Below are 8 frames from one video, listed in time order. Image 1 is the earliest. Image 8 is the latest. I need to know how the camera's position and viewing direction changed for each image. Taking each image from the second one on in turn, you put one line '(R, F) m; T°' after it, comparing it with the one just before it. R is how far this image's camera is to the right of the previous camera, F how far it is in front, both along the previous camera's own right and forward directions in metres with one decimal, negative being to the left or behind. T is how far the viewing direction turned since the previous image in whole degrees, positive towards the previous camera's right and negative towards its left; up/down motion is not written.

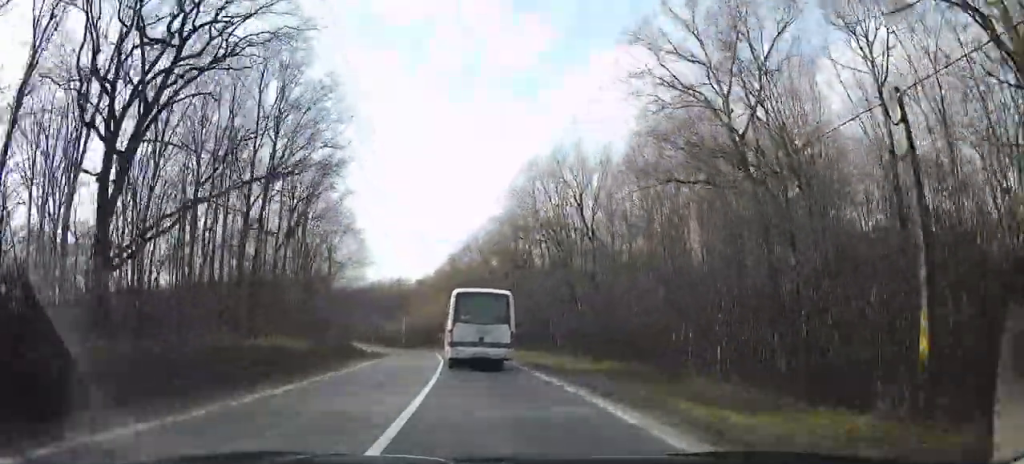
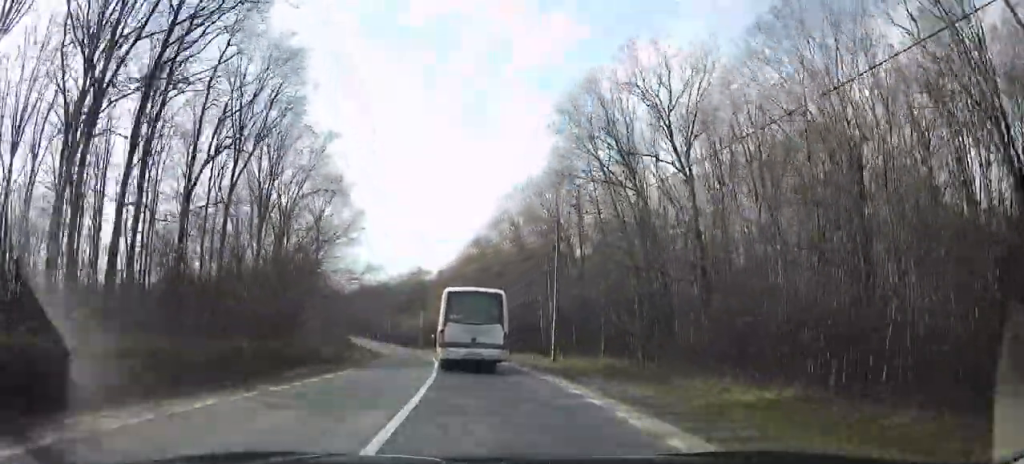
(-0.1, +18.5) m; 0°
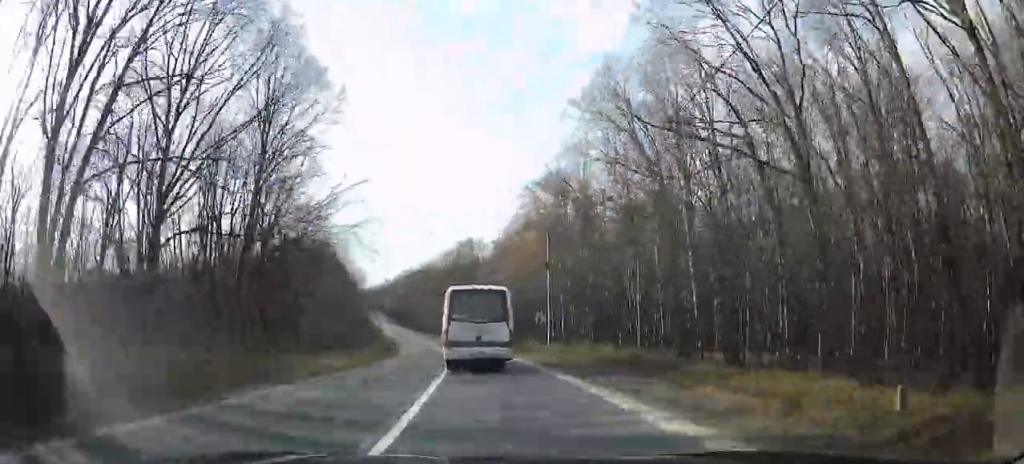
(0.0, +31.5) m; -1°
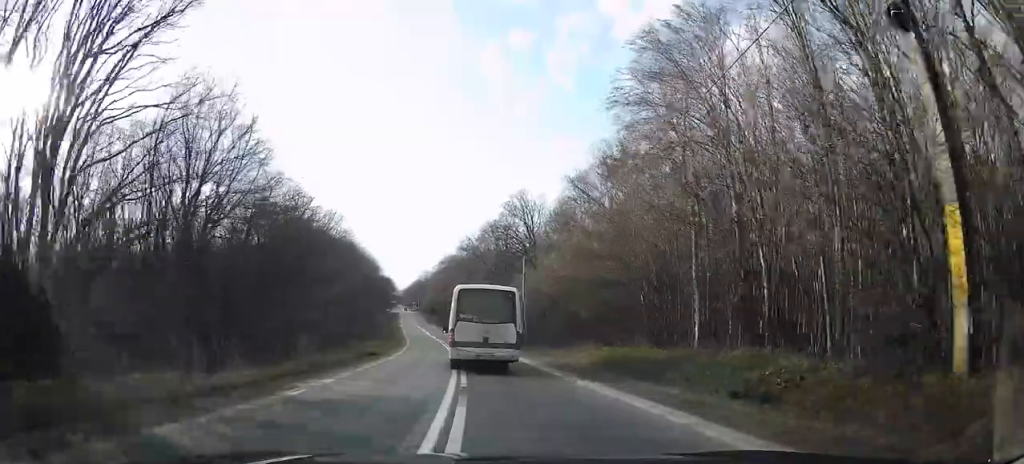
(-2.9, +31.7) m; -11°
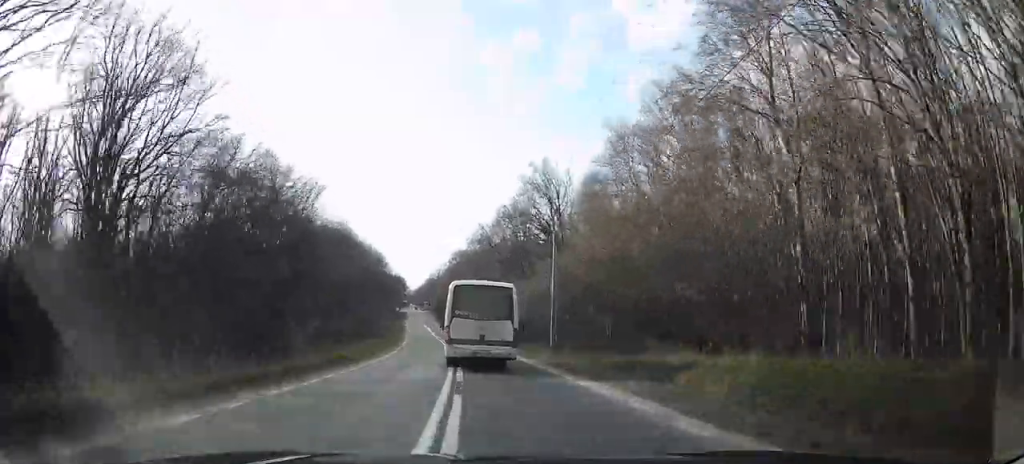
(-1.3, +11.3) m; -3°
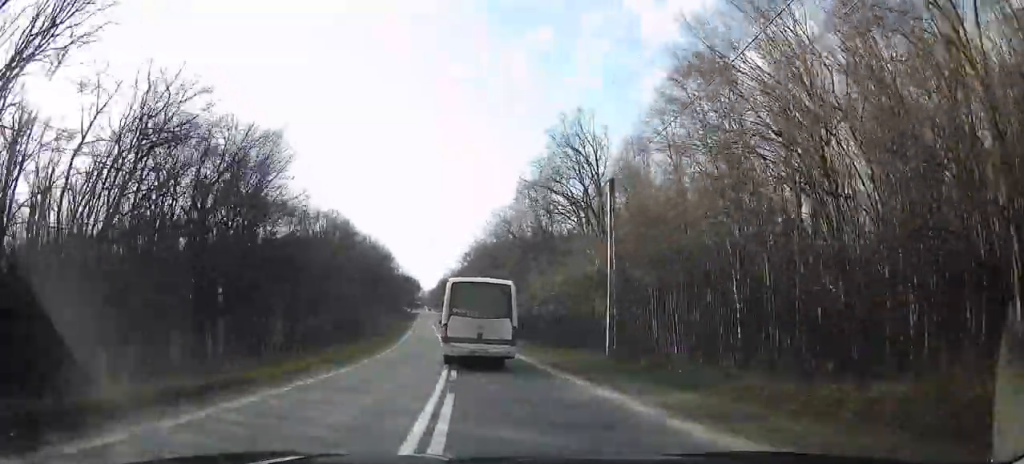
(+0.2, +12.0) m; -2°
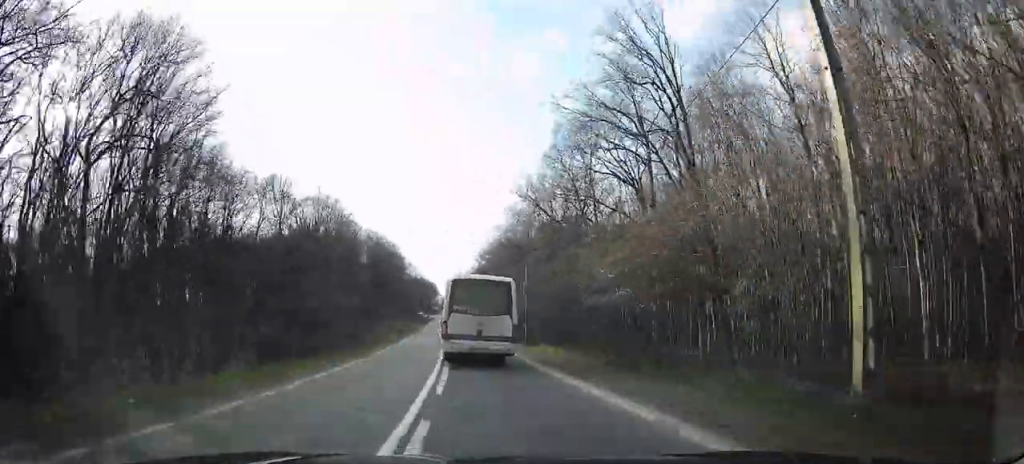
(+1.2, +15.1) m; -2°
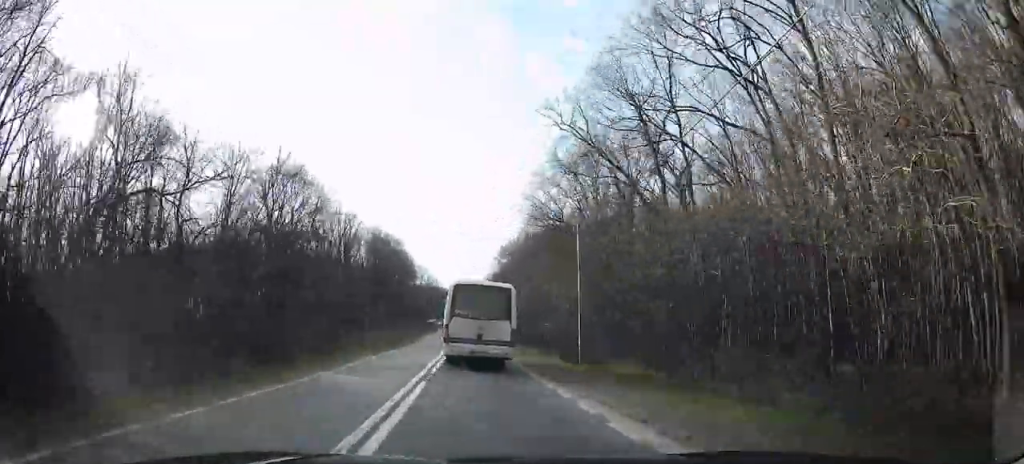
(-2.2, +19.0) m; -7°
